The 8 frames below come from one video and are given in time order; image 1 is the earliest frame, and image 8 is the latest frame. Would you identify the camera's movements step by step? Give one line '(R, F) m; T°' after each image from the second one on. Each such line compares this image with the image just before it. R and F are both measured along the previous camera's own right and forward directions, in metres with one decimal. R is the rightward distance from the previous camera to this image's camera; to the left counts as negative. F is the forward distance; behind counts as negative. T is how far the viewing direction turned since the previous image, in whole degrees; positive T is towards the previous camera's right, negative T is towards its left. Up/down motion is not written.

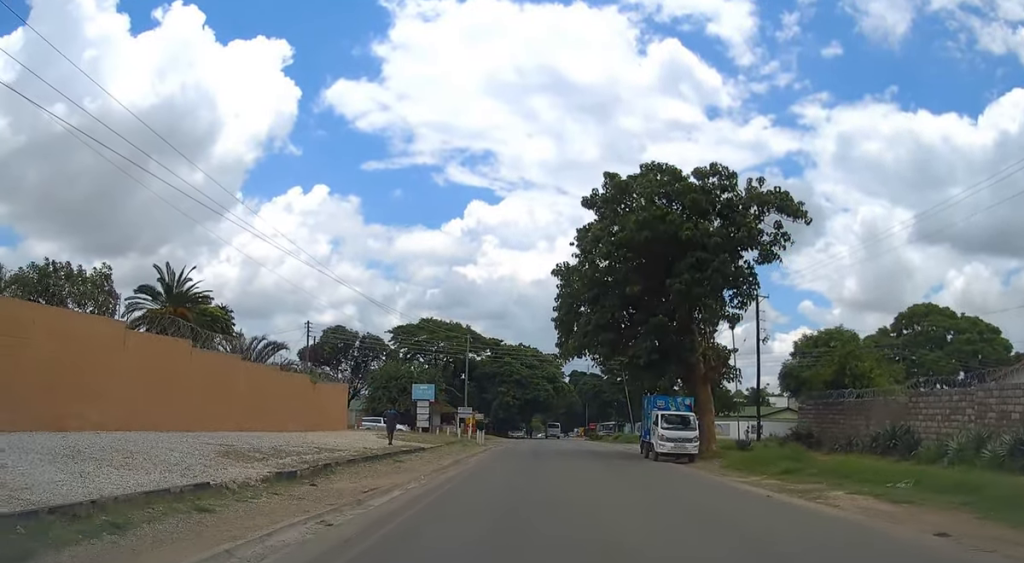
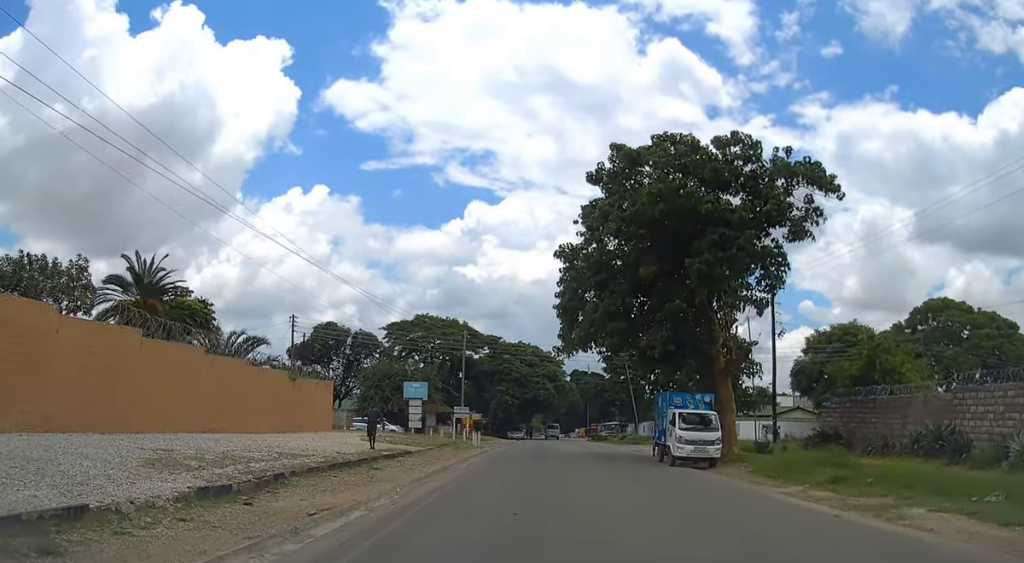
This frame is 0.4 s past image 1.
(-0.2, +3.3) m; 0°
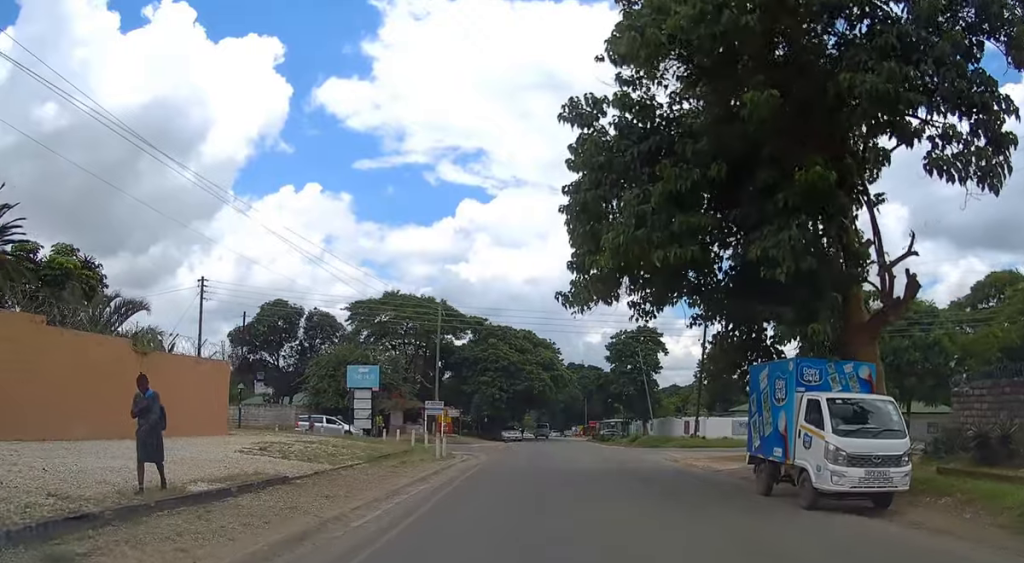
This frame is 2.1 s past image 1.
(+0.4, +12.6) m; +1°
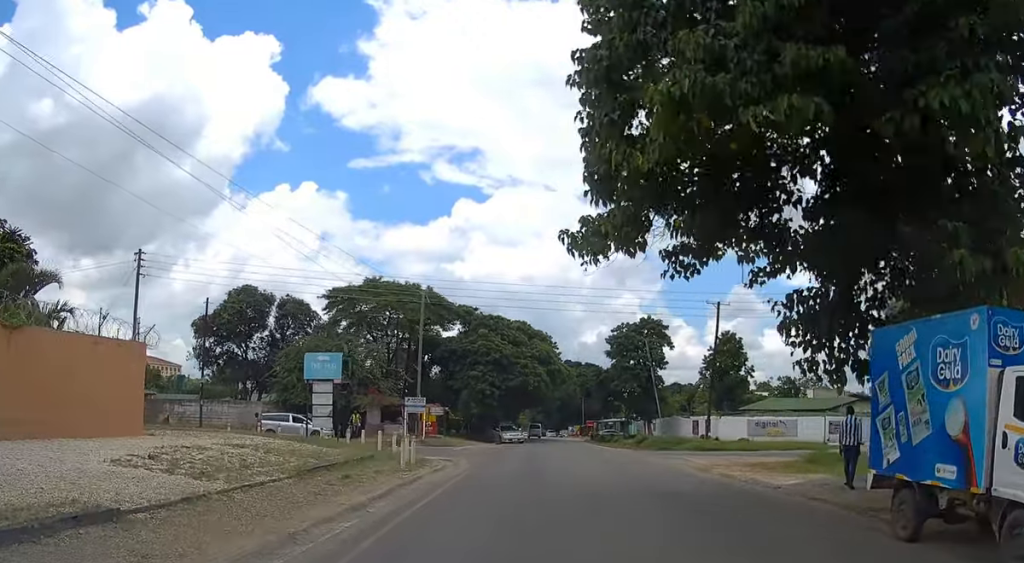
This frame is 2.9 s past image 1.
(-0.1, +5.9) m; -1°
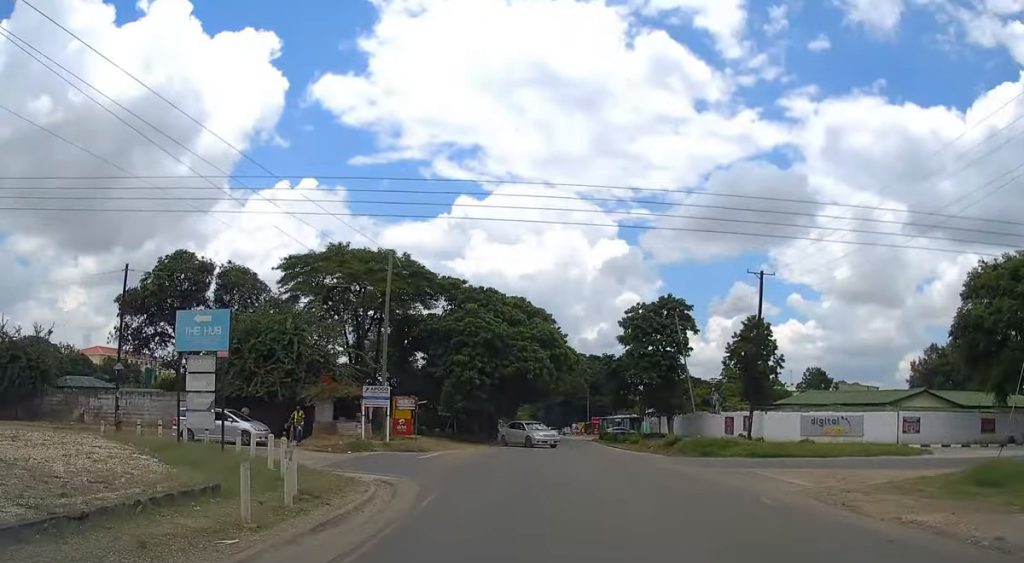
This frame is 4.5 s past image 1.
(+0.1, +11.3) m; +1°
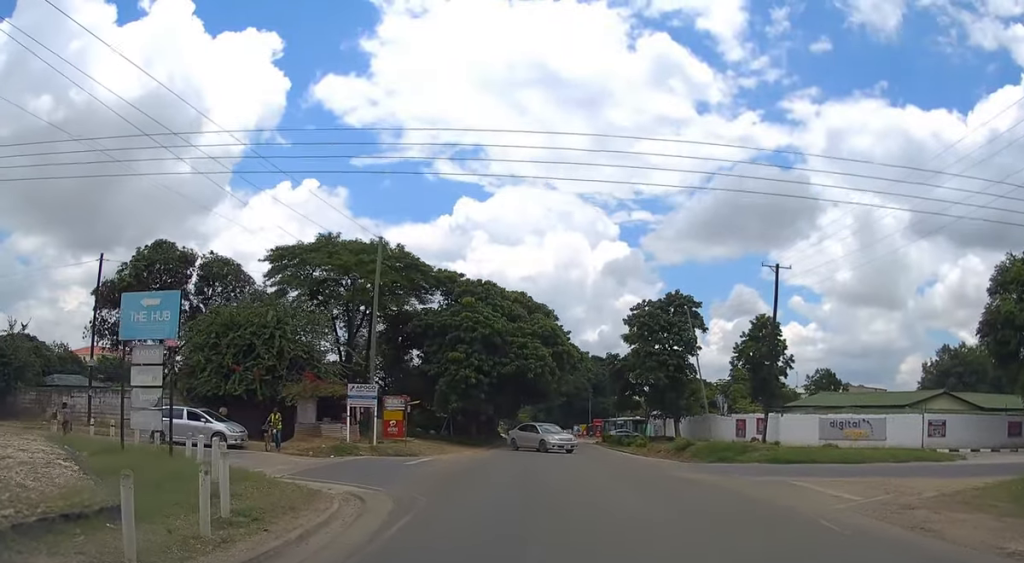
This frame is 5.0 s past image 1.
(0.0, +3.0) m; 0°
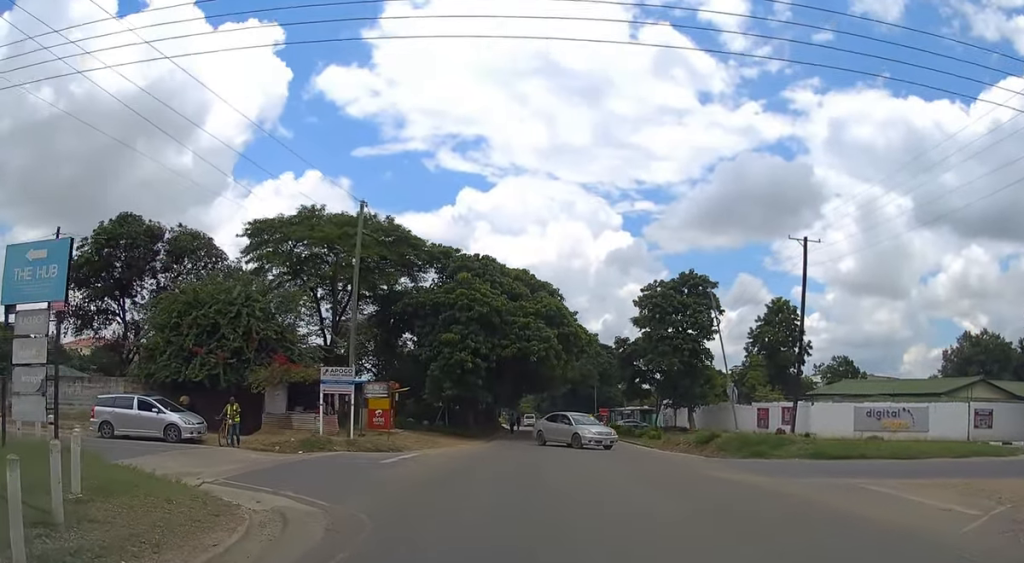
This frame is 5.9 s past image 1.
(0.0, +4.9) m; 0°
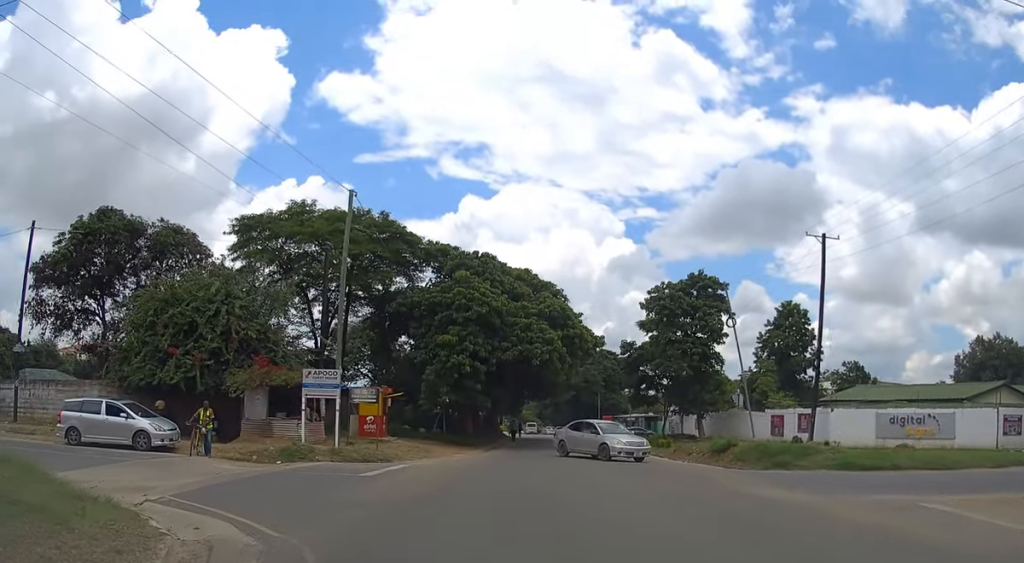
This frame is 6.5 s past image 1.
(0.0, +2.7) m; 0°
